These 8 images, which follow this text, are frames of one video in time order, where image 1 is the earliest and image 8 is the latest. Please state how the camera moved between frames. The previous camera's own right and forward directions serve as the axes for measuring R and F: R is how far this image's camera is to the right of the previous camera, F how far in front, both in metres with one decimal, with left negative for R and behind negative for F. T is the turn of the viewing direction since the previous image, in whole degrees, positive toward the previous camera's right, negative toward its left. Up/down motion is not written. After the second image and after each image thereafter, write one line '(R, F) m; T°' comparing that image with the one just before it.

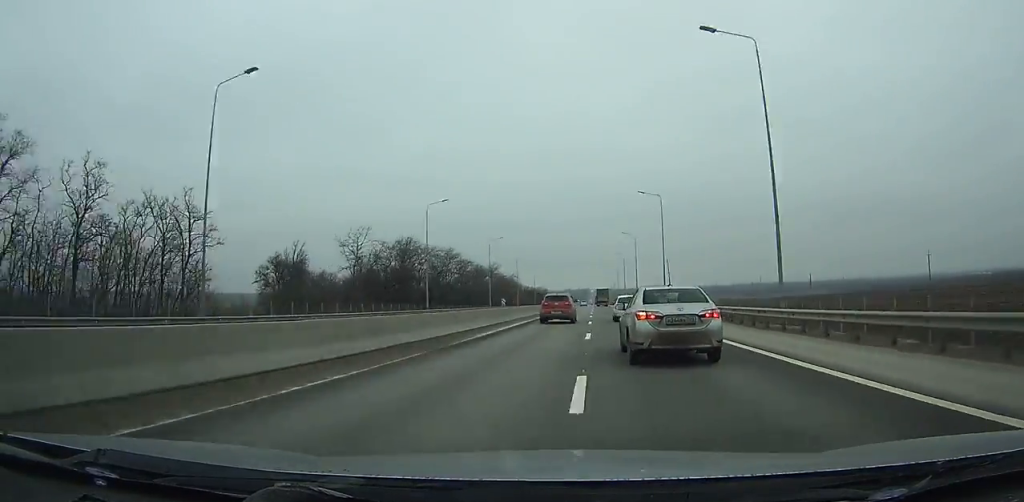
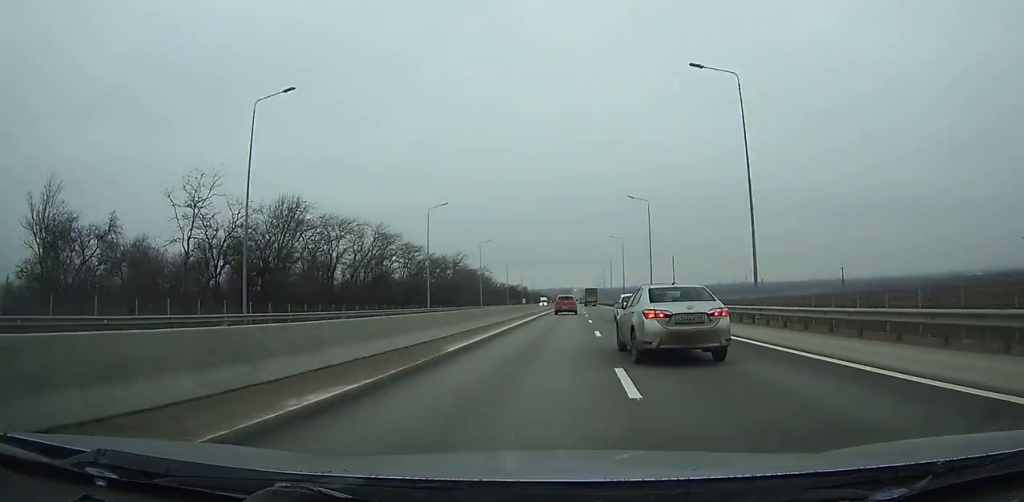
(0.0, +36.0) m; 0°
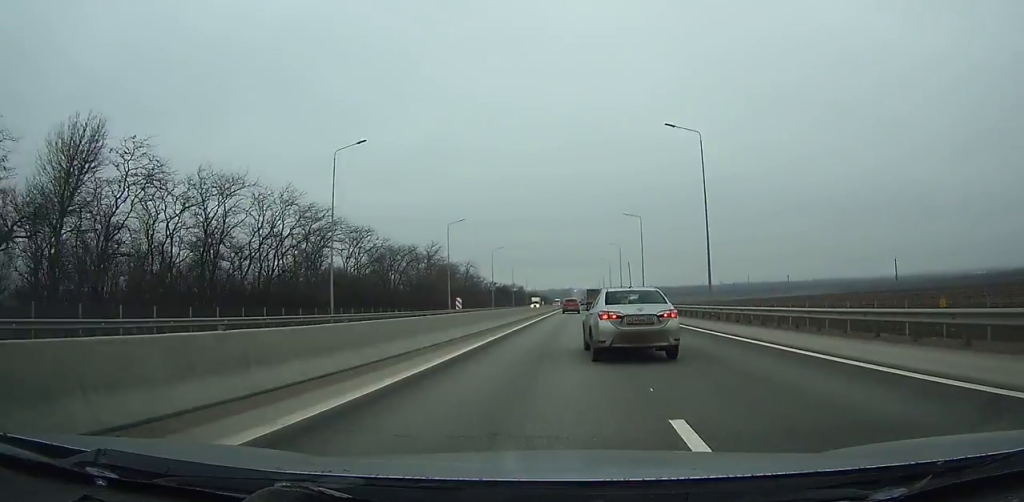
(+0.1, +29.6) m; 0°
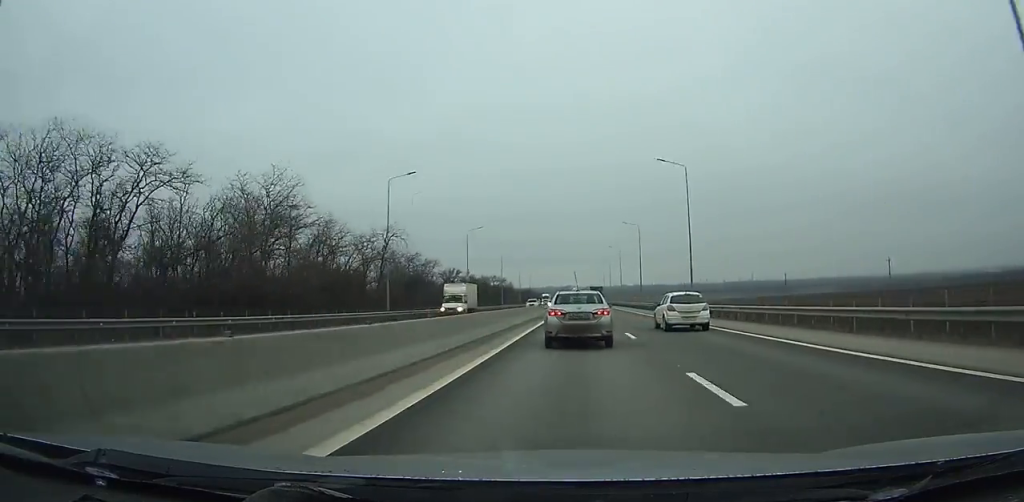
(+0.4, +71.2) m; +1°
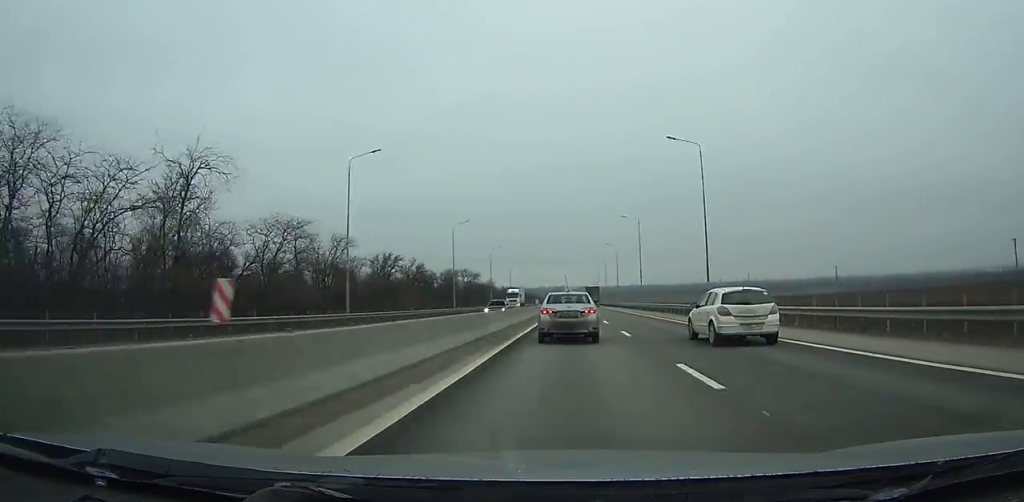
(+0.1, +47.8) m; 0°
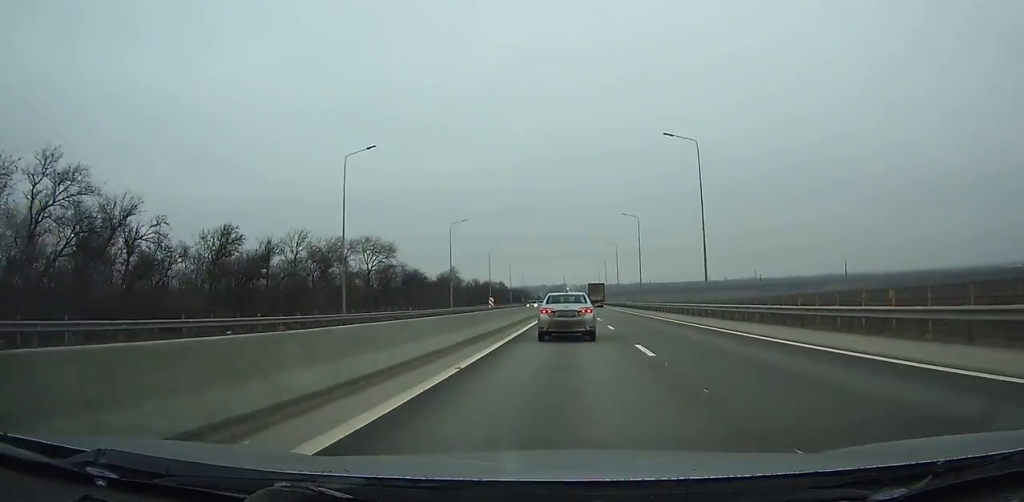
(+0.1, +80.0) m; 0°
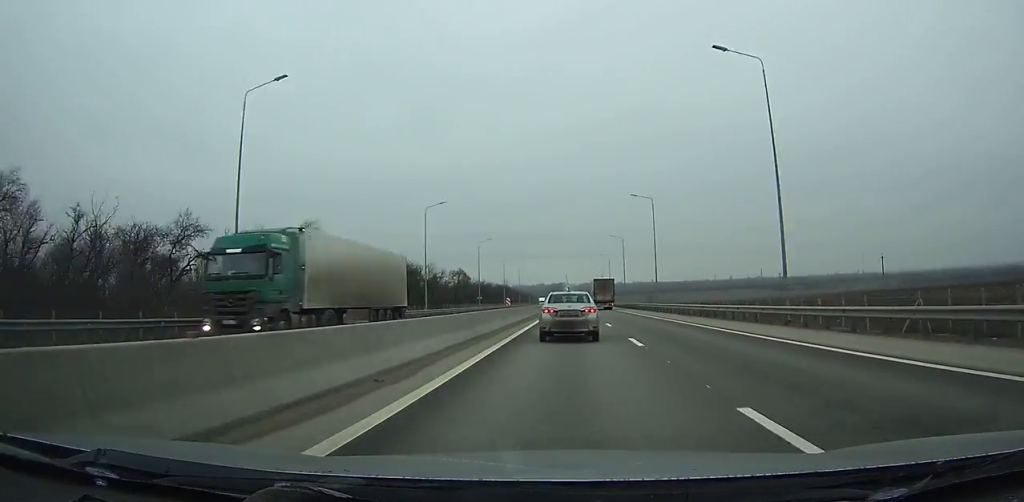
(-0.3, +94.3) m; 0°
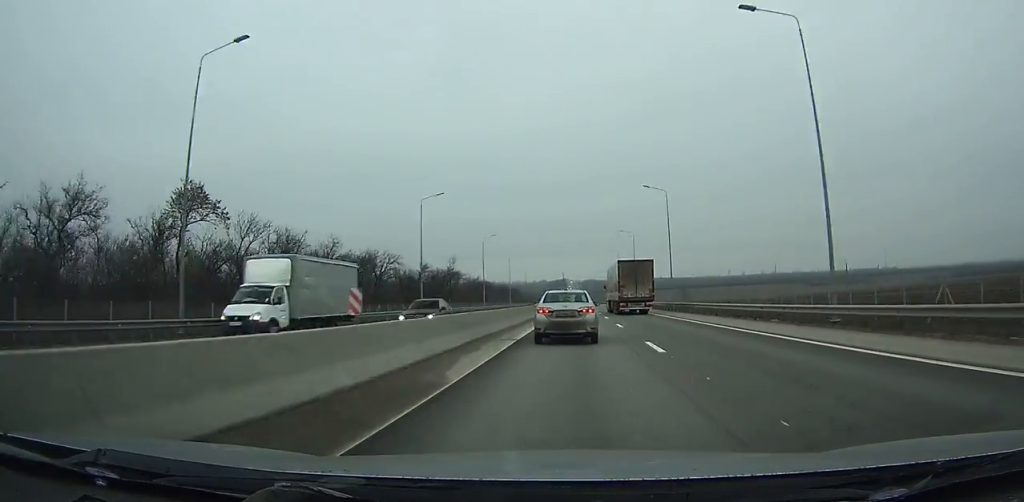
(0.0, +123.3) m; 0°
